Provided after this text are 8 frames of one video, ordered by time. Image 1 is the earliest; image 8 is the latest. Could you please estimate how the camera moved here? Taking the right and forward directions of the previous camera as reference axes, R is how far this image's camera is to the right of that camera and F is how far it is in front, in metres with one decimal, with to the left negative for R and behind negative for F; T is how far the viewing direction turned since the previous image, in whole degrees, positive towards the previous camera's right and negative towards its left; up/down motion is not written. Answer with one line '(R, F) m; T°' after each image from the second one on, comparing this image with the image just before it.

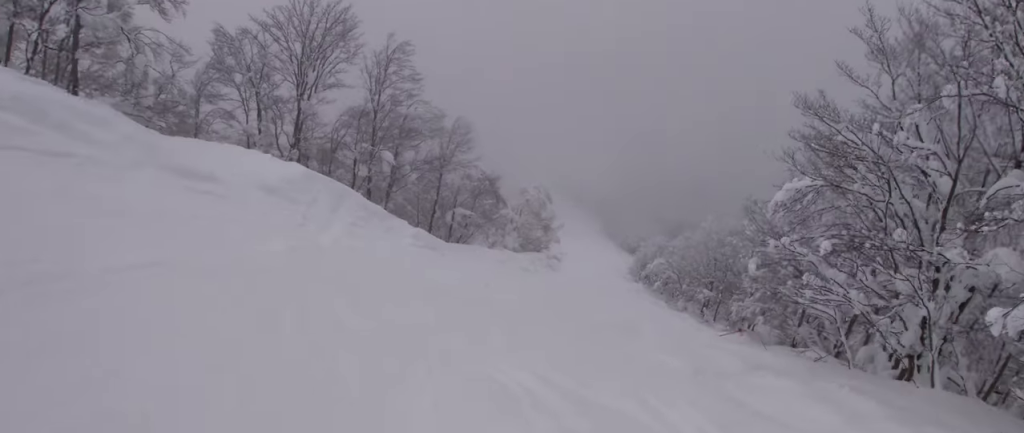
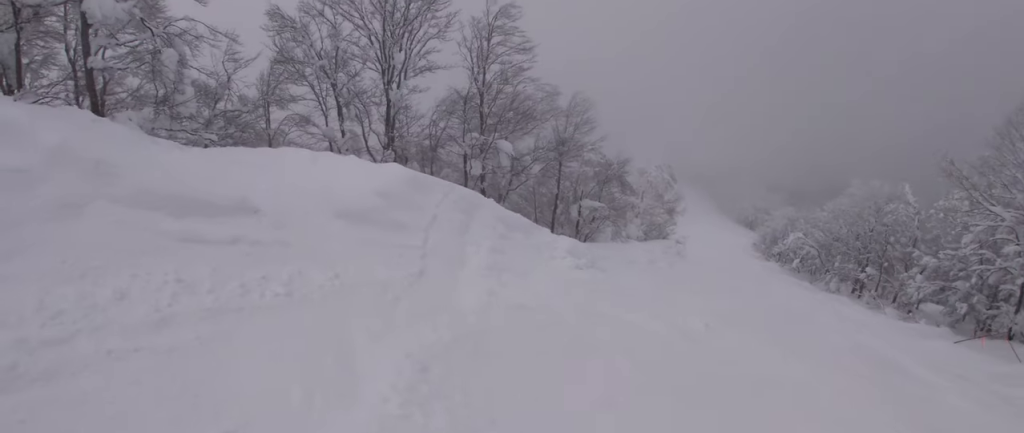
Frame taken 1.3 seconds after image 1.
(-0.6, +4.7) m; -11°
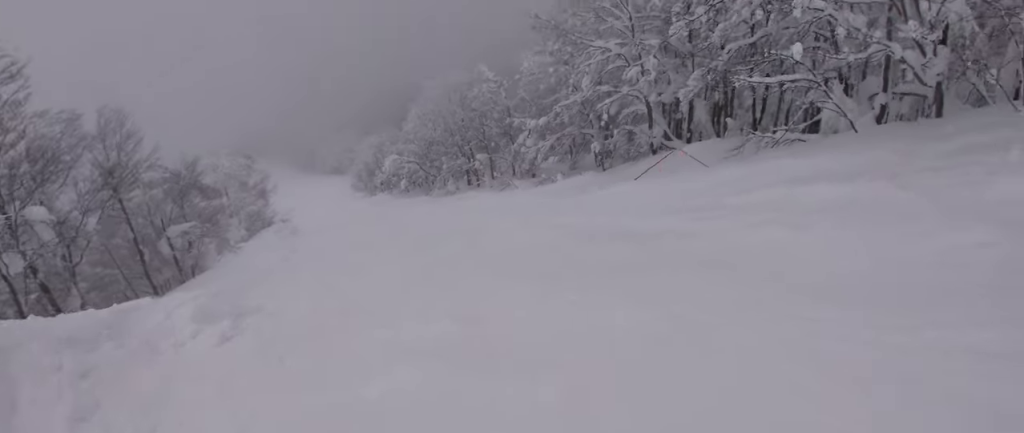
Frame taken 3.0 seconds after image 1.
(+1.5, +5.2) m; +45°
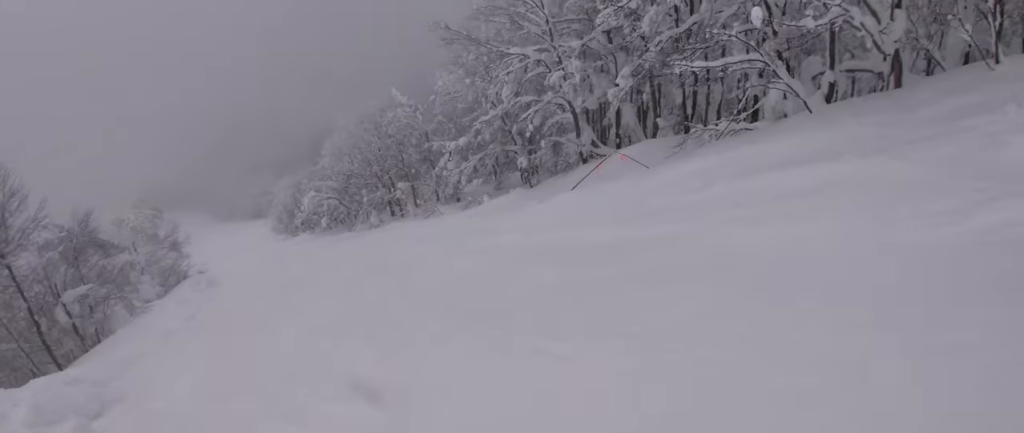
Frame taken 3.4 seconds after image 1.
(+0.1, +1.6) m; +2°
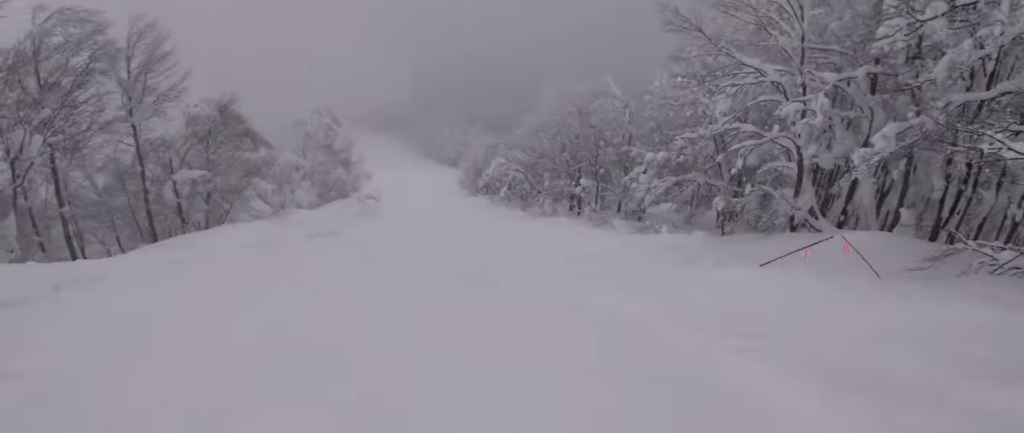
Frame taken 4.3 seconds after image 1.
(+0.2, +3.6) m; -4°
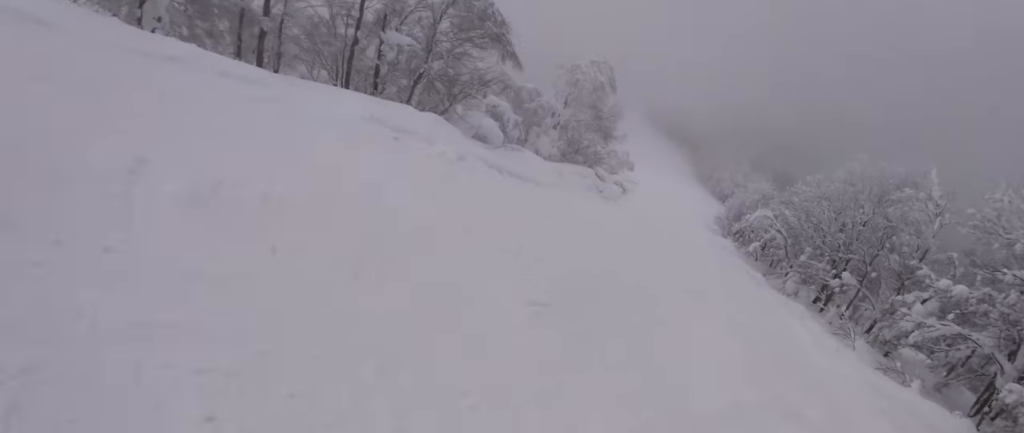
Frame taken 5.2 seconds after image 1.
(-0.3, +4.0) m; -15°
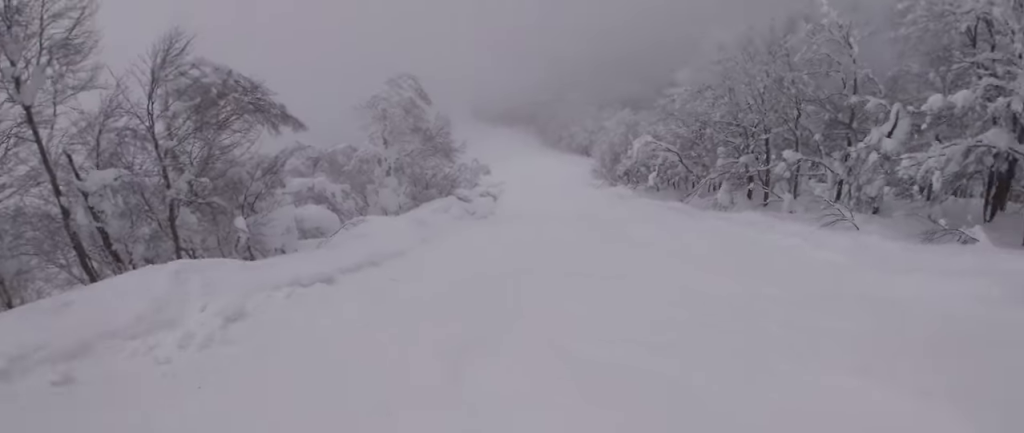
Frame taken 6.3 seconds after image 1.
(-0.8, +6.1) m; -5°
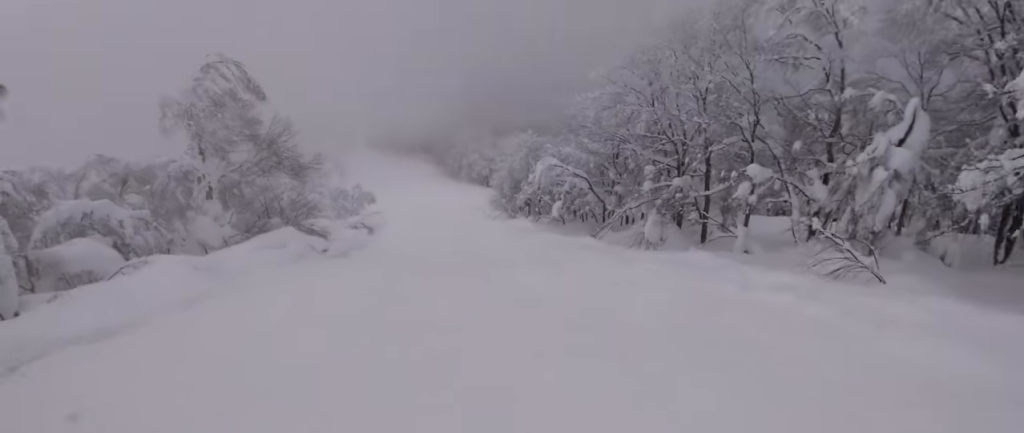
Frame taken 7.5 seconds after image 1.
(-0.2, +7.7) m; -7°
